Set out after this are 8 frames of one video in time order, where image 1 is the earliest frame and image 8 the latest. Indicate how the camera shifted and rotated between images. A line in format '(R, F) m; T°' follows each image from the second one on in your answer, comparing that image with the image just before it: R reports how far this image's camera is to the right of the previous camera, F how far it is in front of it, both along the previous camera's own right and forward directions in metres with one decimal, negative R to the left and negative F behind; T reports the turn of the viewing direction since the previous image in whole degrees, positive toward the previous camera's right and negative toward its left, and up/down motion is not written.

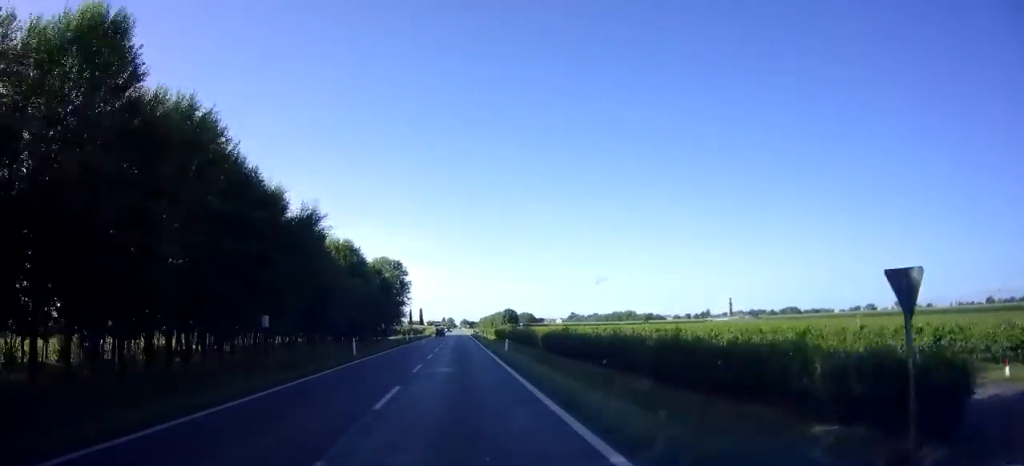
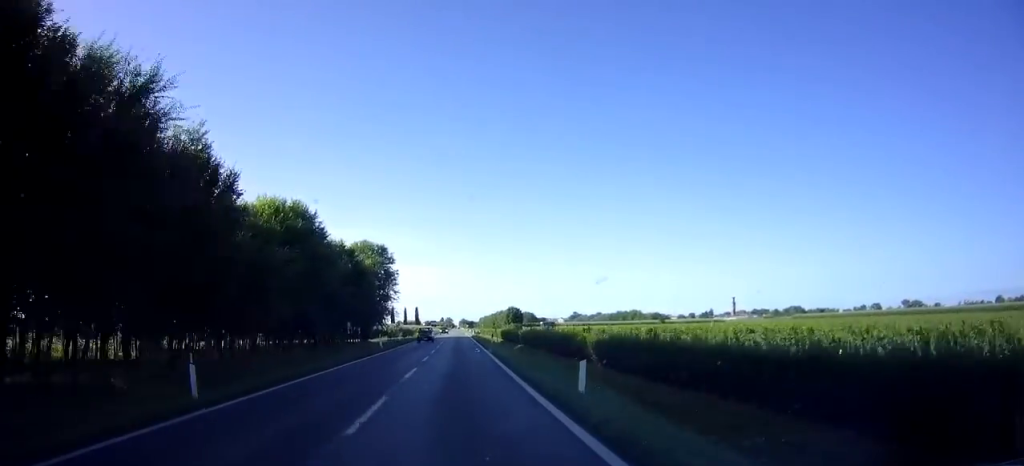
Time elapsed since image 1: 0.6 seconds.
(0.0, +16.4) m; 0°
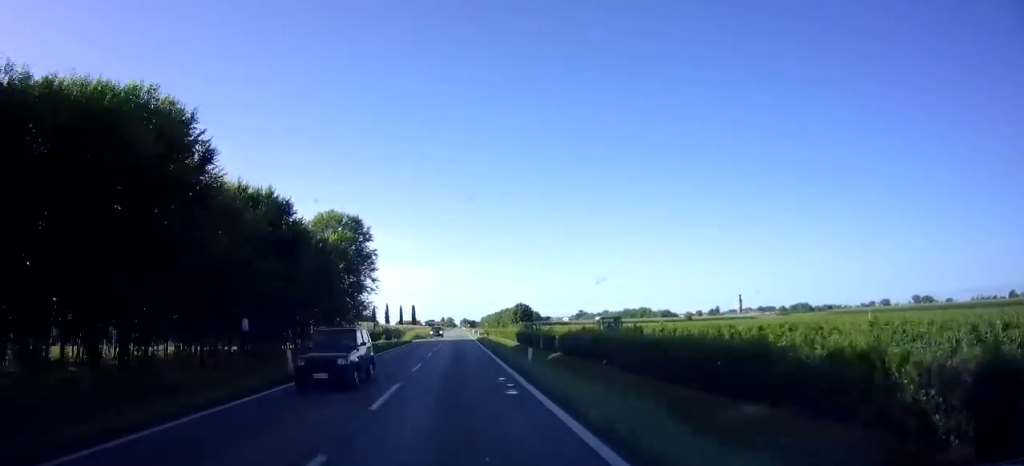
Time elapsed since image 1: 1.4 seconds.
(0.0, +19.0) m; 0°
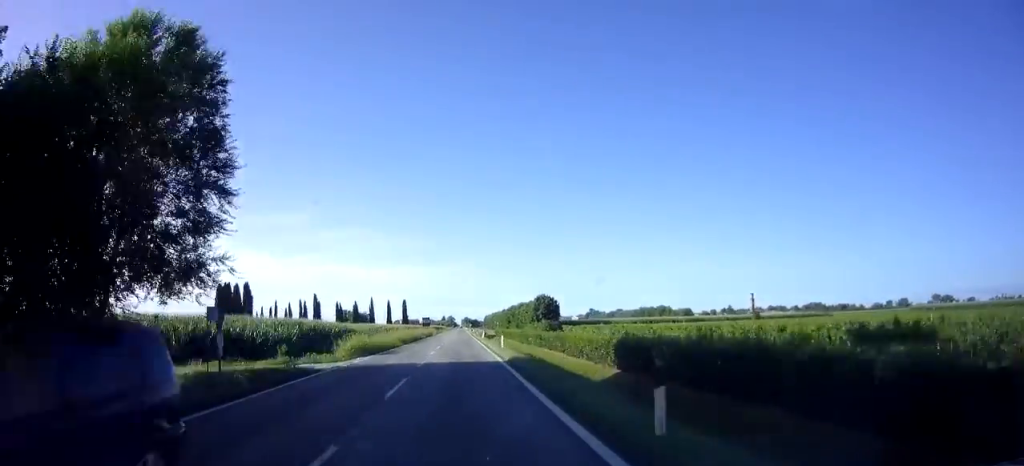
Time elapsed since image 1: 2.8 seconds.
(+0.1, +36.3) m; 0°
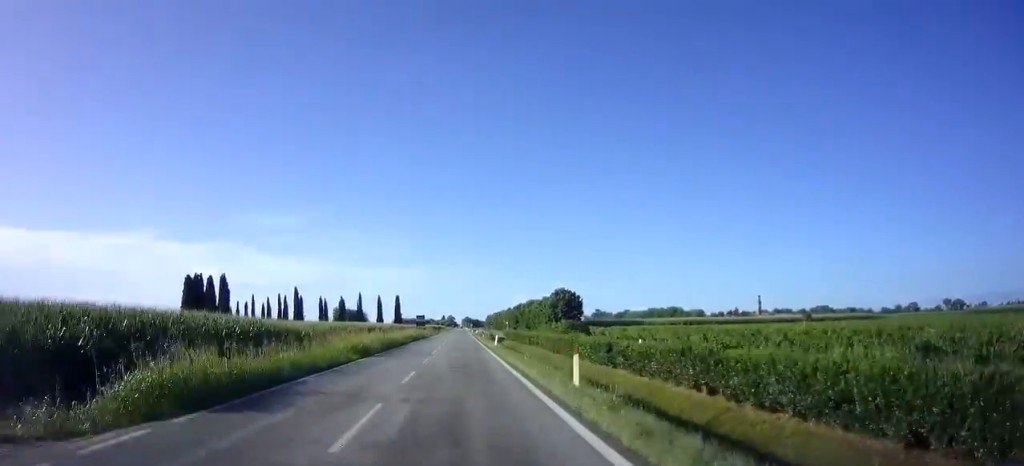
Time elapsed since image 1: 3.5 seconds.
(-0.1, +18.9) m; 0°
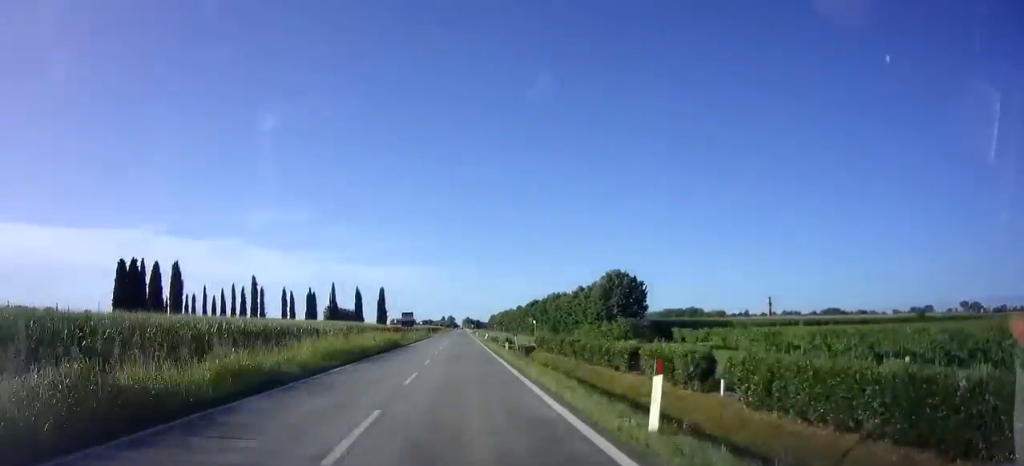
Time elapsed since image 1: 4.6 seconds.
(0.0, +29.1) m; 0°
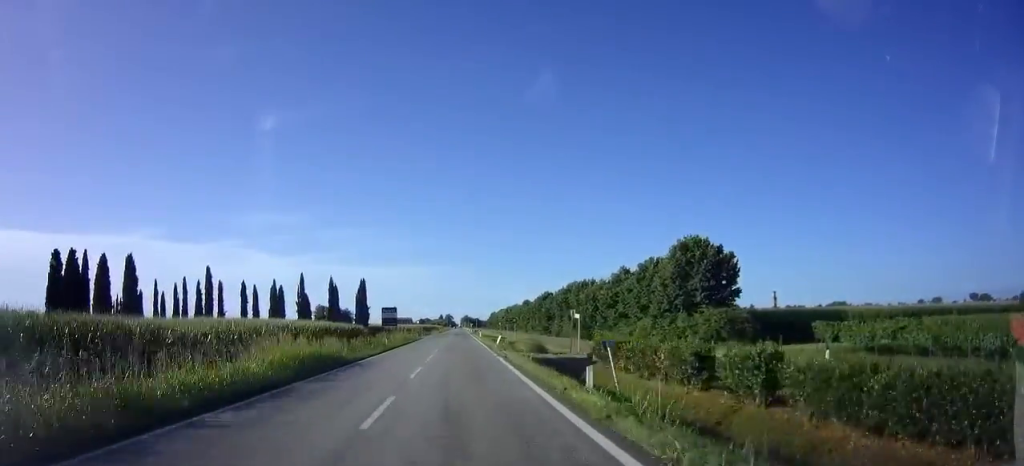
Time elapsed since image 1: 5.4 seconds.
(+0.1, +20.4) m; 0°
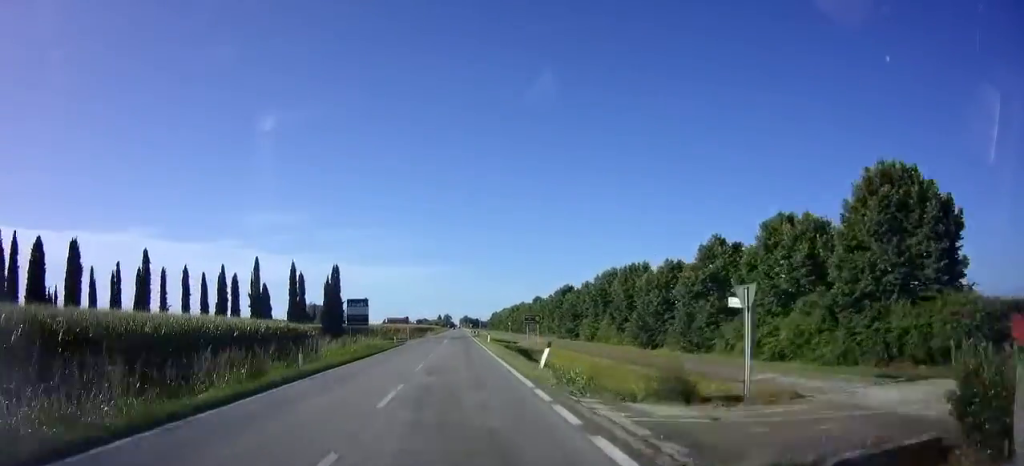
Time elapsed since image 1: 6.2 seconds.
(-0.1, +19.5) m; 0°
